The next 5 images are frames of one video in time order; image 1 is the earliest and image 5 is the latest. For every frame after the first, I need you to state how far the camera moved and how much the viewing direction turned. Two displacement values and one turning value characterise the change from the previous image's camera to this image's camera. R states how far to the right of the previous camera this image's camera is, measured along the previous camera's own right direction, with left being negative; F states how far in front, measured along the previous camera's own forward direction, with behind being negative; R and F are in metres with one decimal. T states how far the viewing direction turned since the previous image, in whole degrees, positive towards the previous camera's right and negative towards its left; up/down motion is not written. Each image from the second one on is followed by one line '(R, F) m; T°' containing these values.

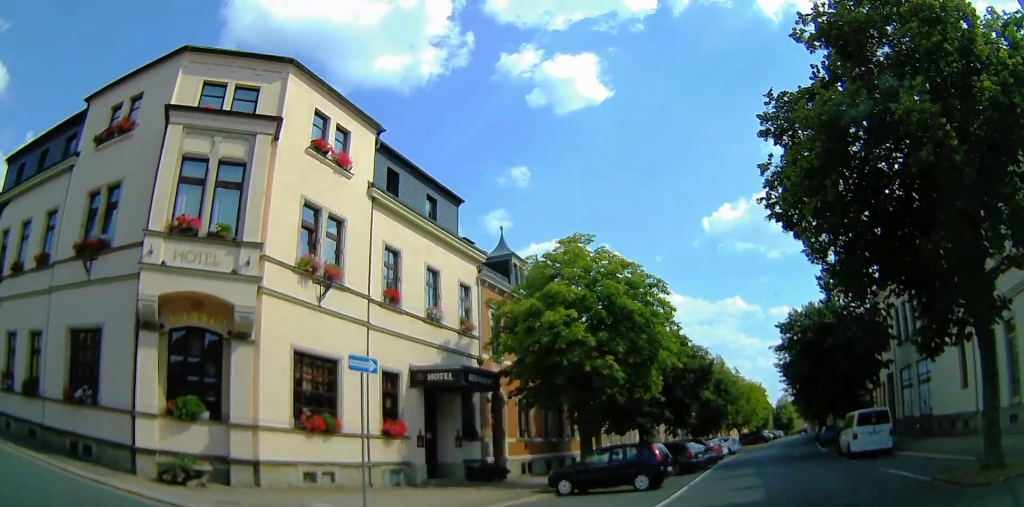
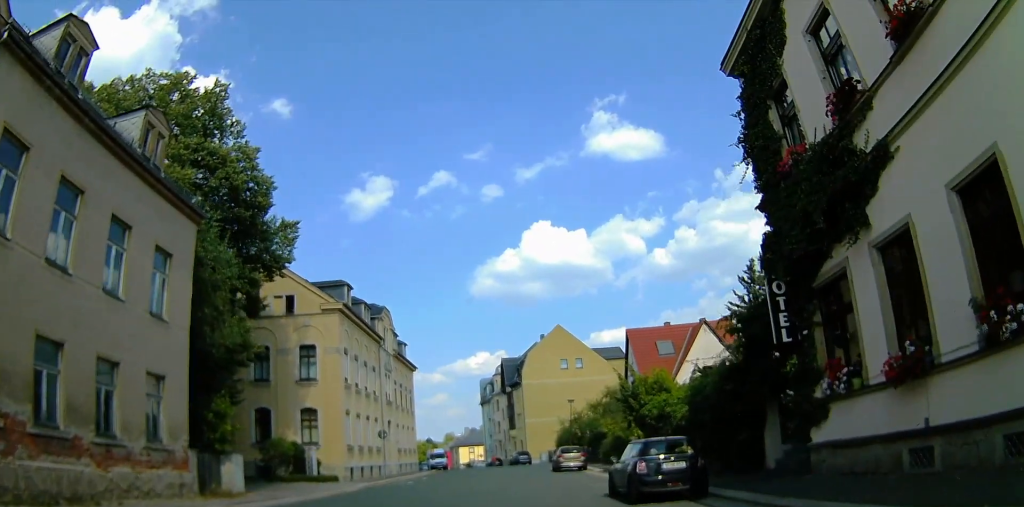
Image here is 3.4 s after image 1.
(+0.8, +25.1) m; -2°
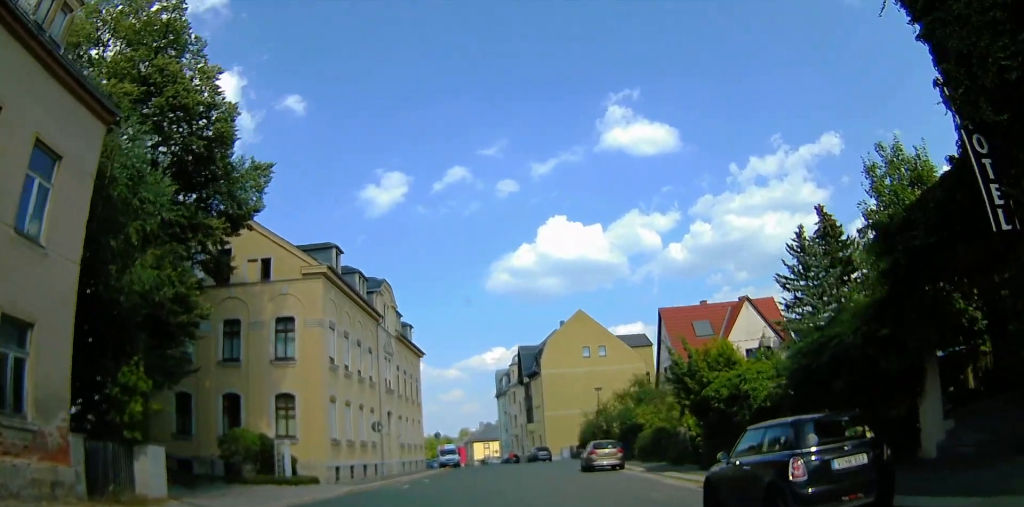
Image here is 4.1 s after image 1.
(-0.4, +7.2) m; -2°
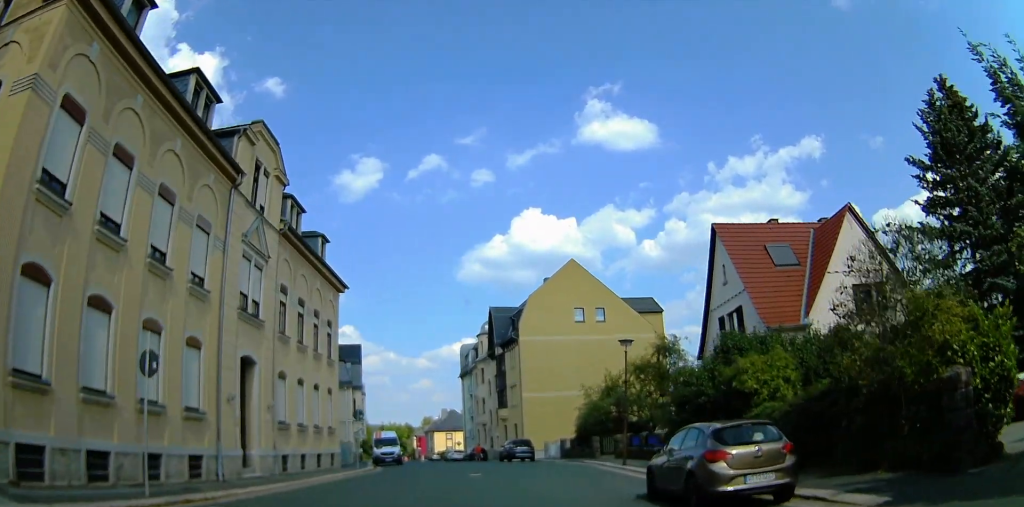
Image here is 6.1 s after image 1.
(+0.1, +20.2) m; -2°
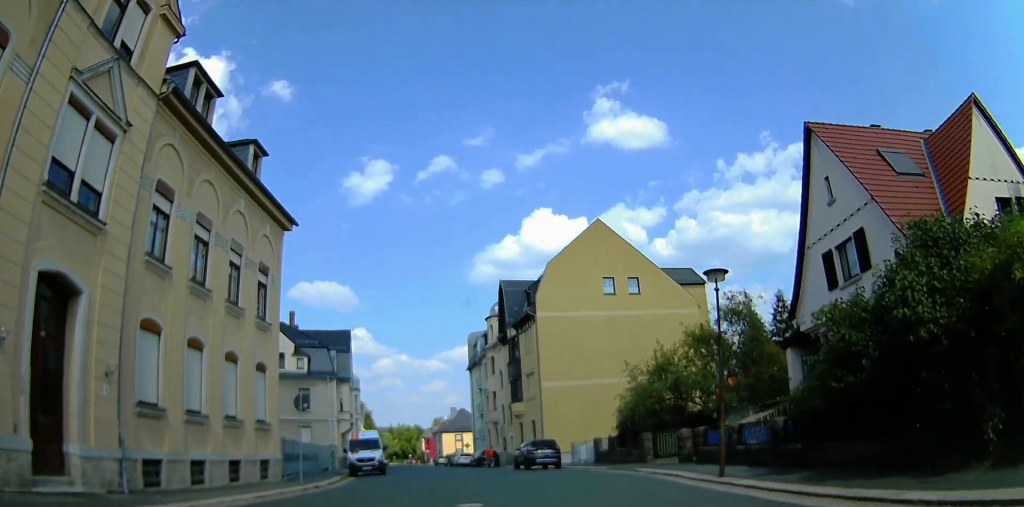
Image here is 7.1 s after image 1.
(-0.7, +11.0) m; -4°
